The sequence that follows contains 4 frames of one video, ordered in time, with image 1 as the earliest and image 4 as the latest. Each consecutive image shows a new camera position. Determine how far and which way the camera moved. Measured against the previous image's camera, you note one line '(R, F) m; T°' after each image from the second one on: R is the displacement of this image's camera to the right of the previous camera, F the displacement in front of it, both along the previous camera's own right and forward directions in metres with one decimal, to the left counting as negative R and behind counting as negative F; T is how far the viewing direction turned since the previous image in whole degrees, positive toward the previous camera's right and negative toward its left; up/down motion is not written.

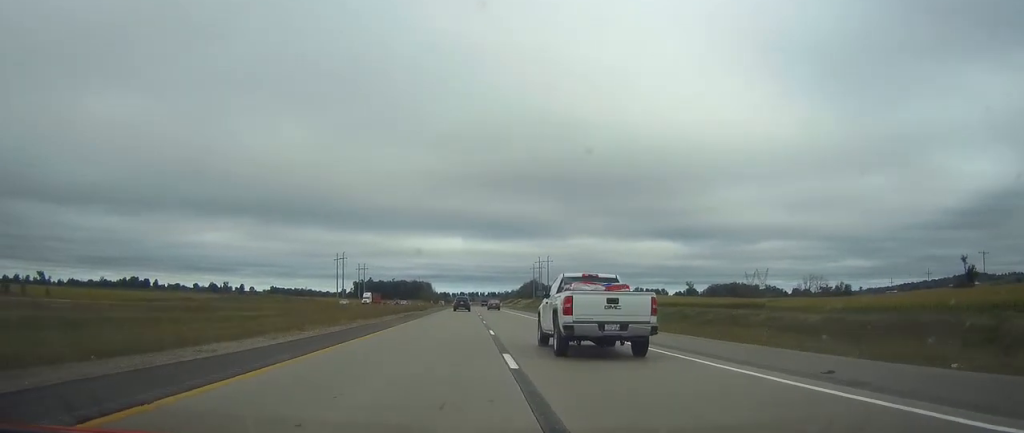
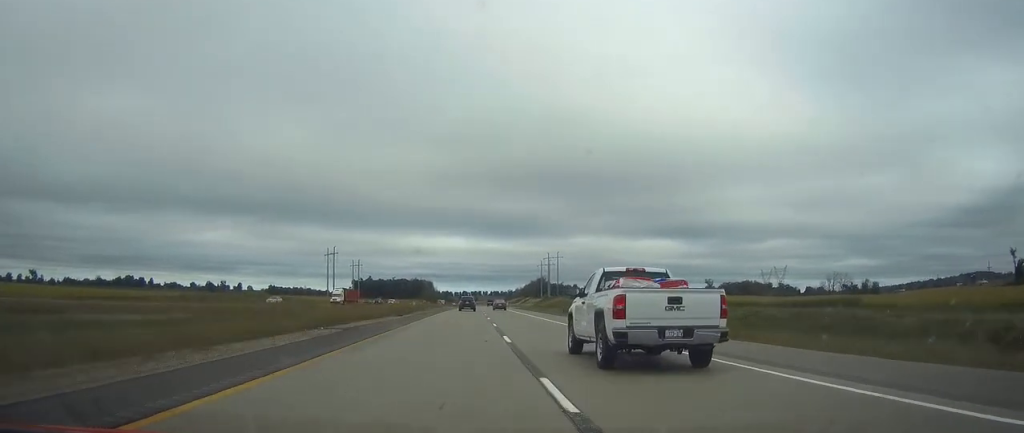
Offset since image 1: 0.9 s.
(-0.1, +28.7) m; 0°
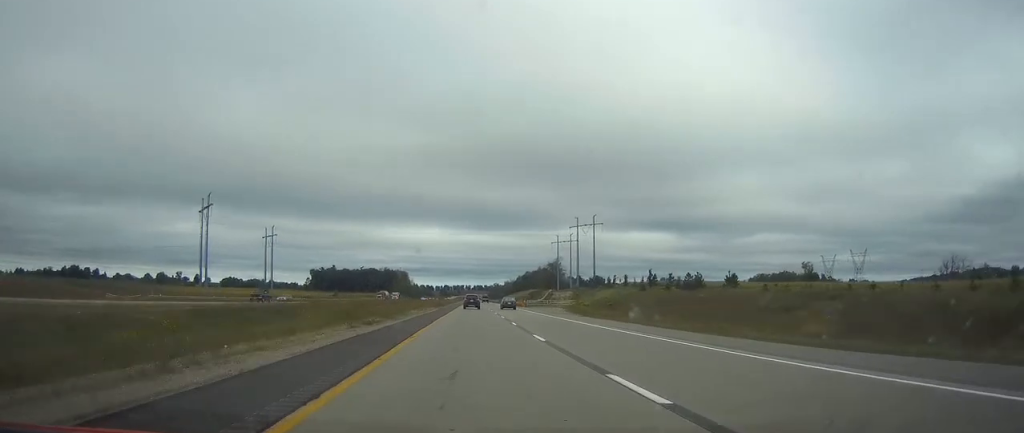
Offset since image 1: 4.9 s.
(+1.3, +133.1) m; +2°
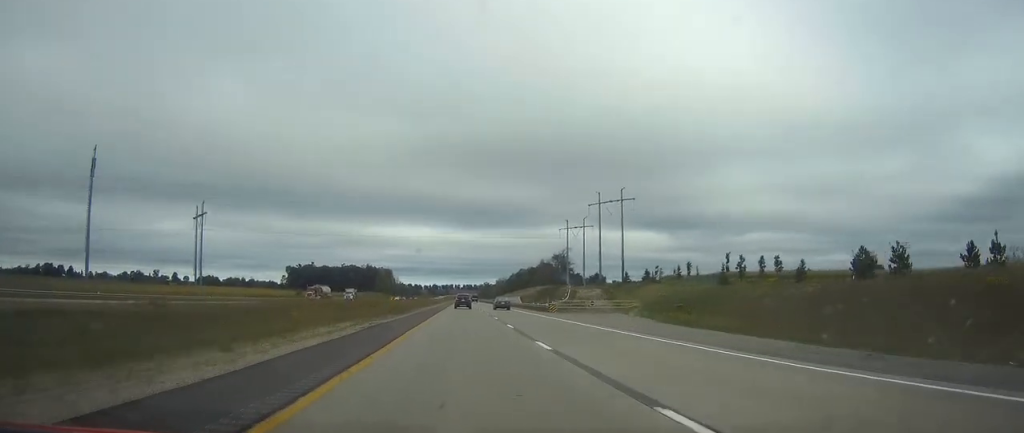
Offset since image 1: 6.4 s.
(+0.3, +52.1) m; +1°
